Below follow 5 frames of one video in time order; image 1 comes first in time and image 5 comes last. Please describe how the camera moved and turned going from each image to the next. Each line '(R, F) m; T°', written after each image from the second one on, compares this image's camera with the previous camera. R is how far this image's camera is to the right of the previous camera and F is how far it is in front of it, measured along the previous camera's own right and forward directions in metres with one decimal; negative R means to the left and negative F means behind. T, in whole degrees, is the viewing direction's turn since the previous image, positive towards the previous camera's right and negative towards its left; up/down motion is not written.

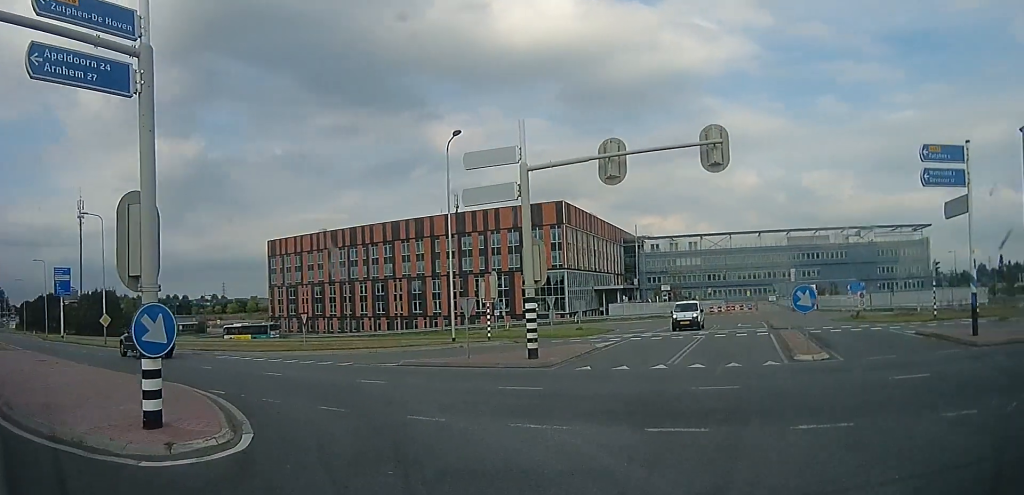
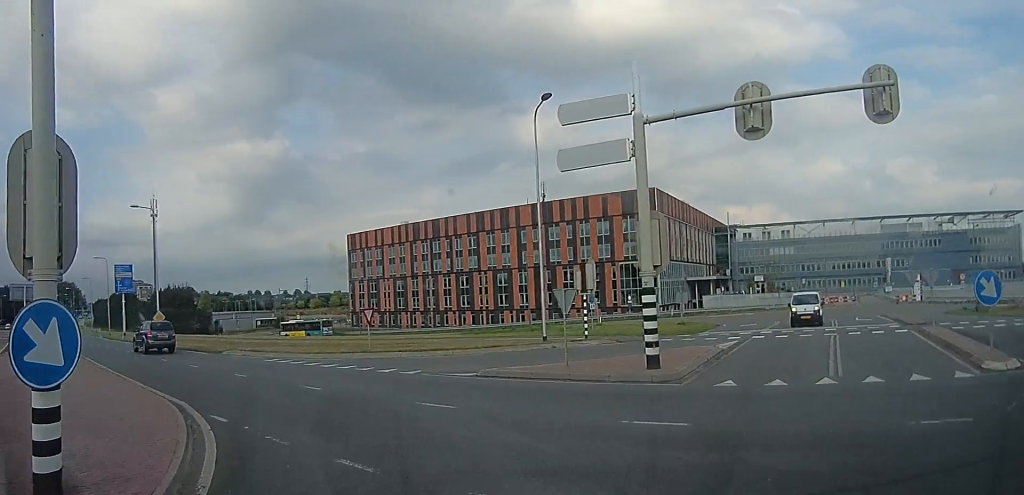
(+0.9, +3.6) m; -10°
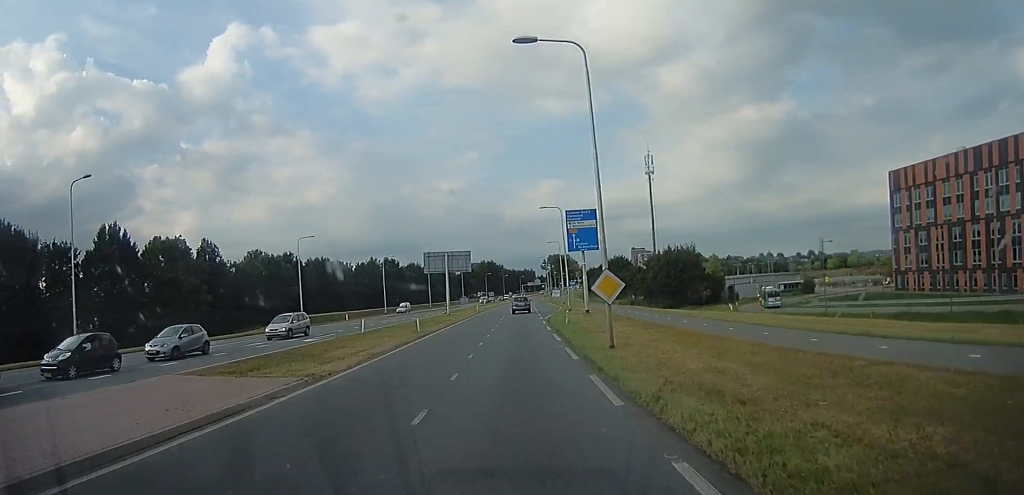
(-14.0, +18.9) m; -56°
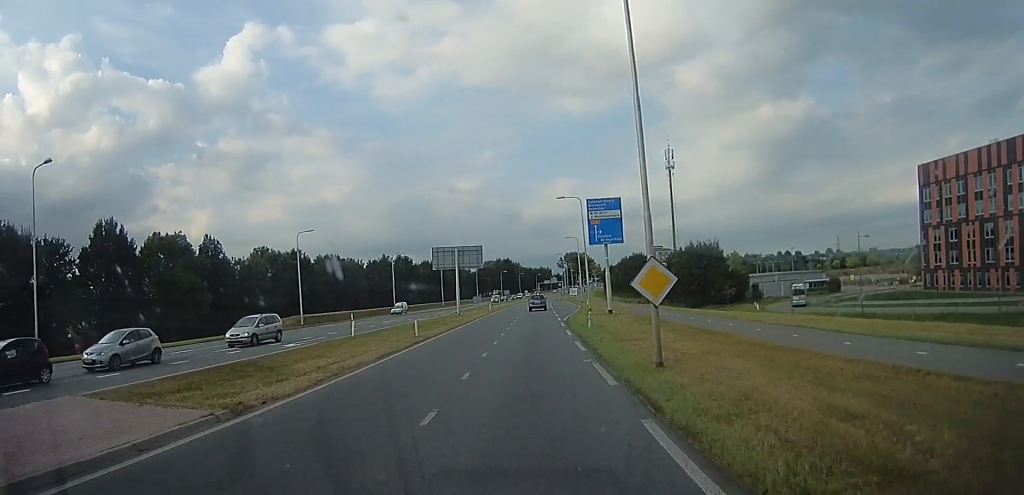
(0.0, +4.0) m; -1°
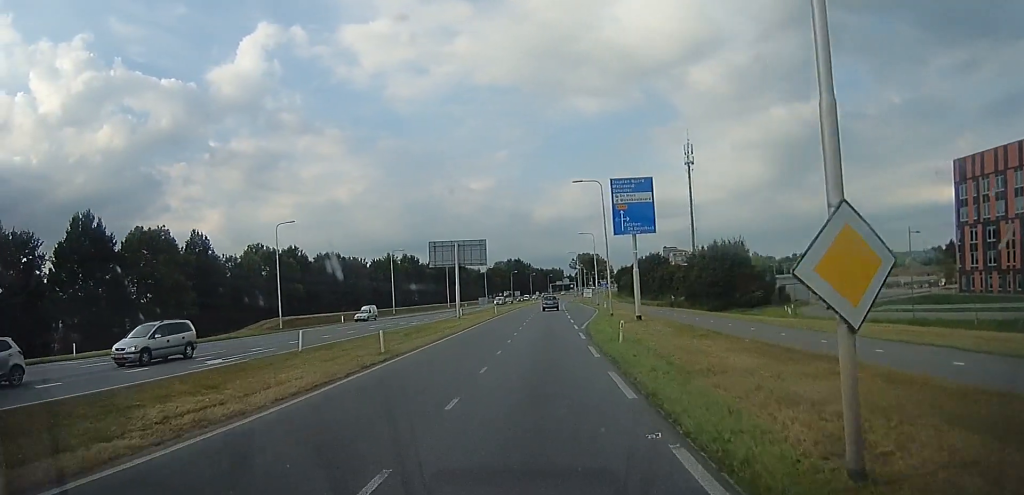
(-0.1, +6.6) m; -1°
